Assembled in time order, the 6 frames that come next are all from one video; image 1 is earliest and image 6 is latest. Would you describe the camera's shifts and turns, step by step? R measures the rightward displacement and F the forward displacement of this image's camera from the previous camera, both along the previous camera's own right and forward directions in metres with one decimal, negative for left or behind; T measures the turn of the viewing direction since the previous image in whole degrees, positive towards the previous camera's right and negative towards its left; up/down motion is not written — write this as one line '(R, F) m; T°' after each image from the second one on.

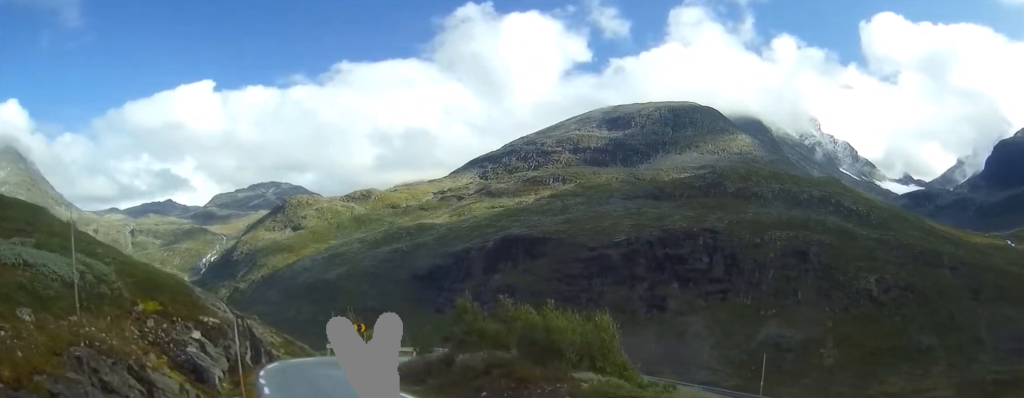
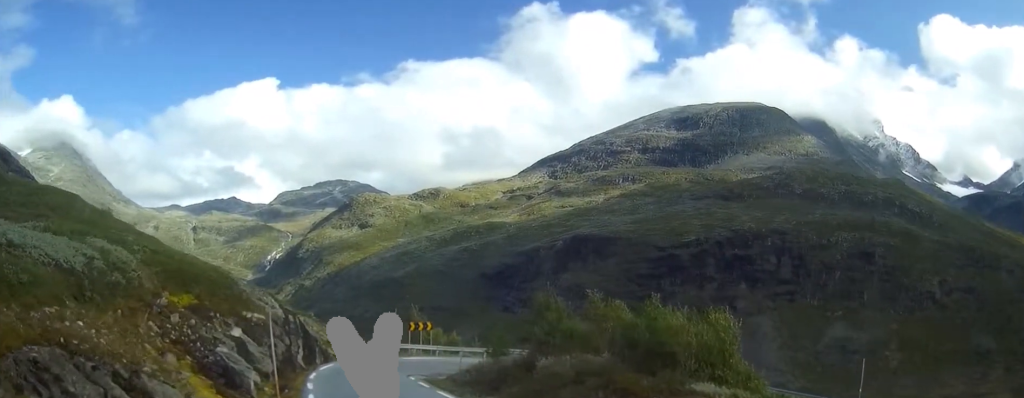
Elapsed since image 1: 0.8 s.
(-0.3, +4.7) m; -5°
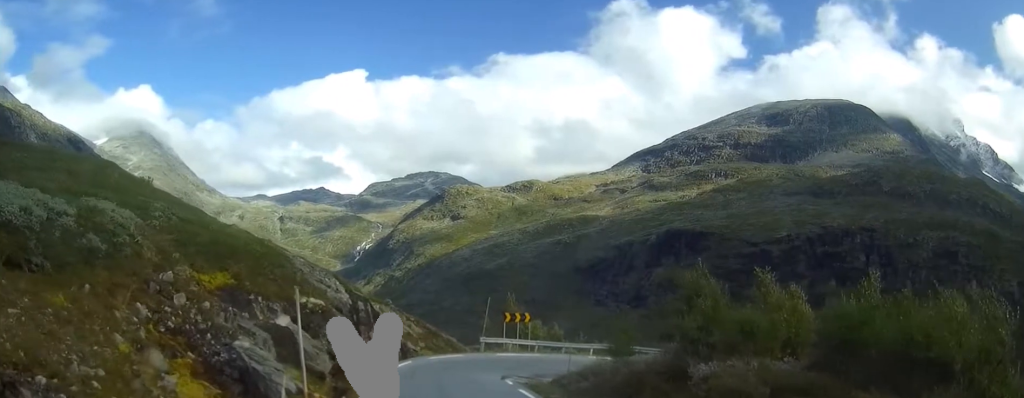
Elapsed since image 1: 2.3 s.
(-0.1, +8.4) m; 0°
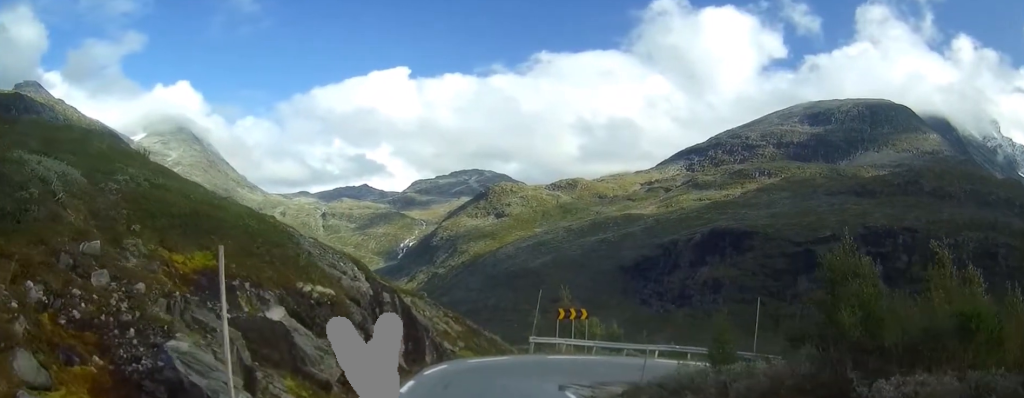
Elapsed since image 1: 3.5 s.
(0.0, +7.1) m; -4°
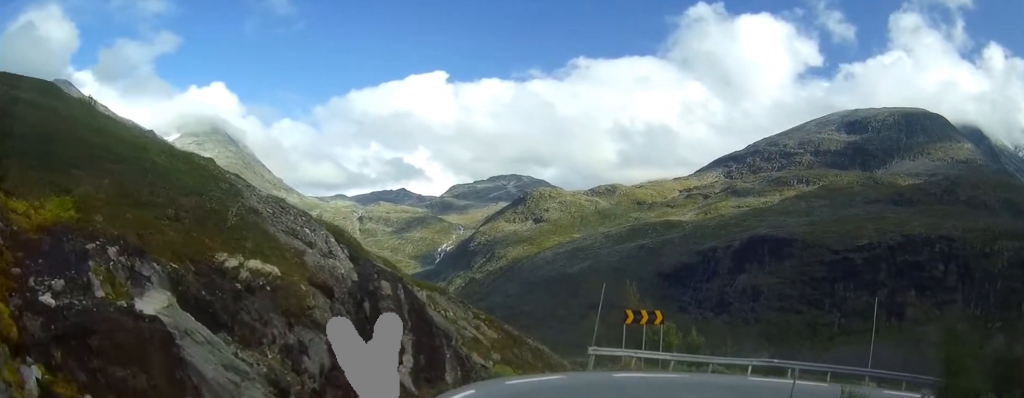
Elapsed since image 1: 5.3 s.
(-1.0, +10.1) m; -8°
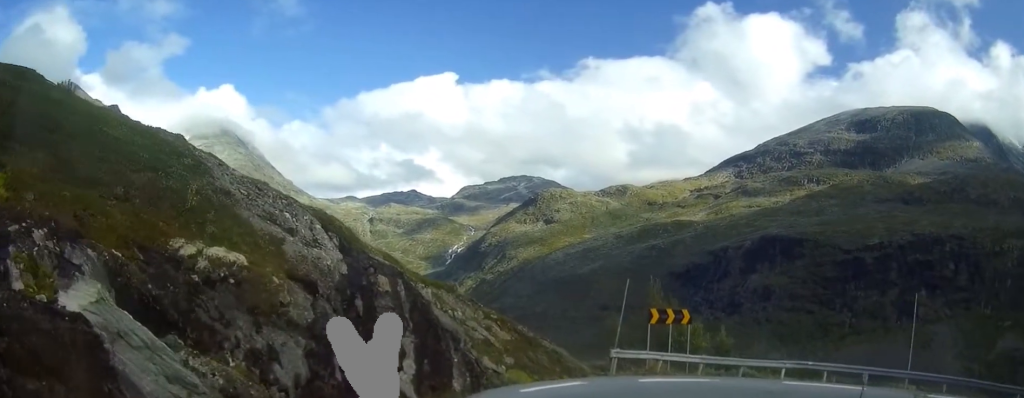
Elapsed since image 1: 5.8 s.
(-0.1, +2.7) m; 0°
